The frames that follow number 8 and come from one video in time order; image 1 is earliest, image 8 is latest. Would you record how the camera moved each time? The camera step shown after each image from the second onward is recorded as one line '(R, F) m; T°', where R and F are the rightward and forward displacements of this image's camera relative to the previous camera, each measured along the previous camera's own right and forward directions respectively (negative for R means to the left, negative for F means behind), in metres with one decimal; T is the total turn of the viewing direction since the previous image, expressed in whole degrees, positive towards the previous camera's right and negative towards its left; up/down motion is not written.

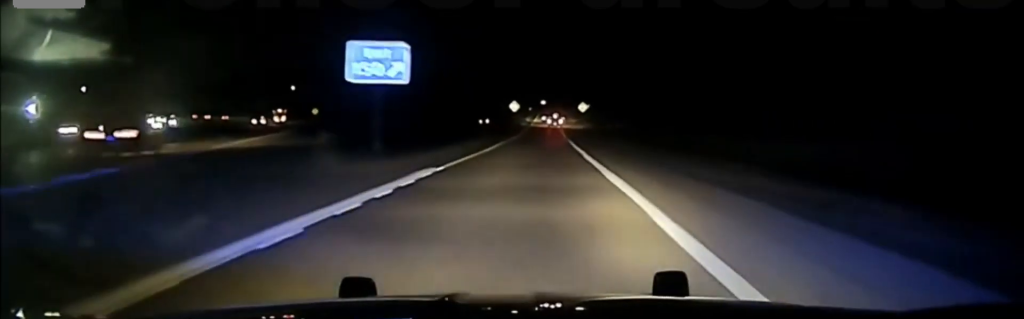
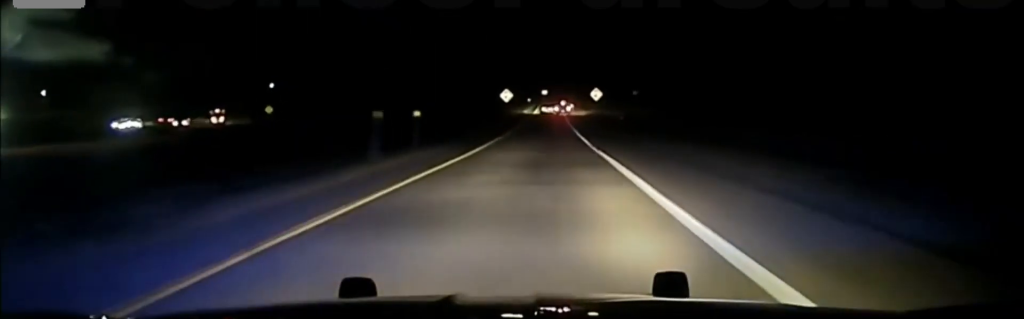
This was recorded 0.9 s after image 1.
(+0.1, +46.6) m; 0°
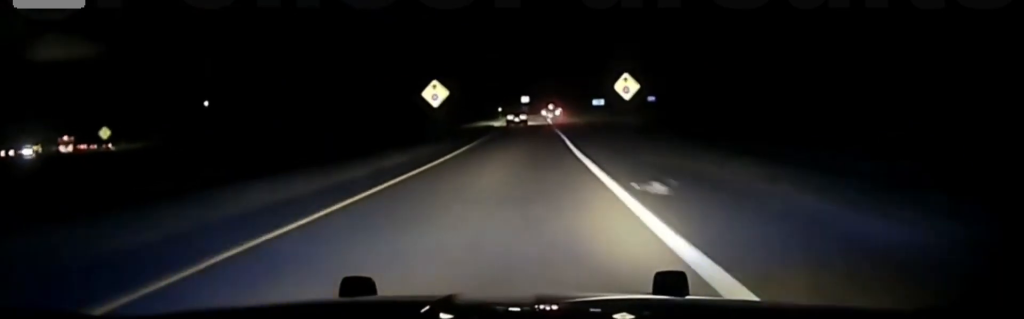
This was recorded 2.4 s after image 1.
(+0.1, +64.7) m; 0°
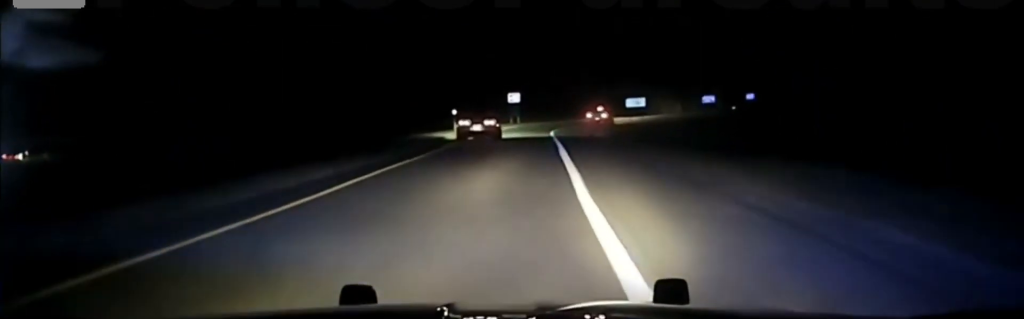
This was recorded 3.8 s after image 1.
(+0.3, +43.7) m; +1°
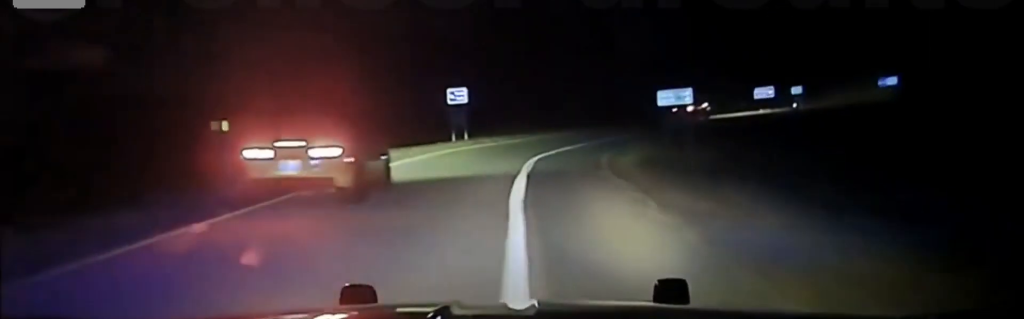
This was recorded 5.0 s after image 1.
(+0.1, +32.7) m; +2°
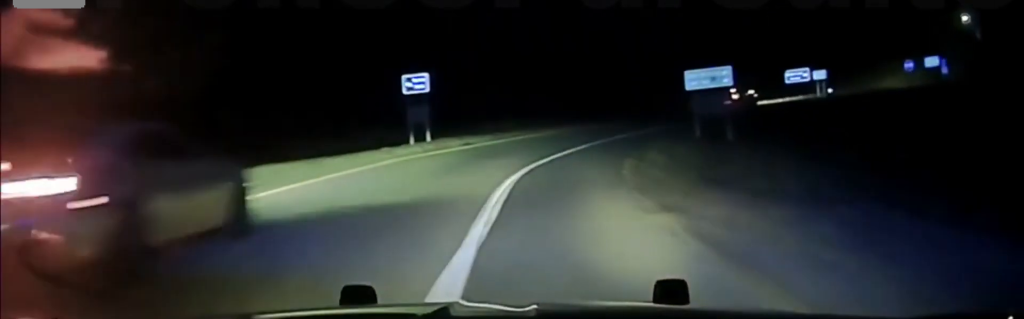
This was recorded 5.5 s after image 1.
(+0.1, +11.3) m; +2°
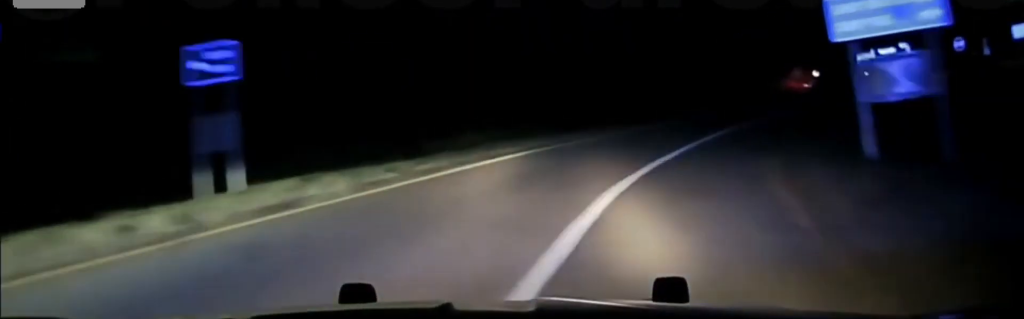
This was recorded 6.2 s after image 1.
(+0.1, +21.3) m; +7°
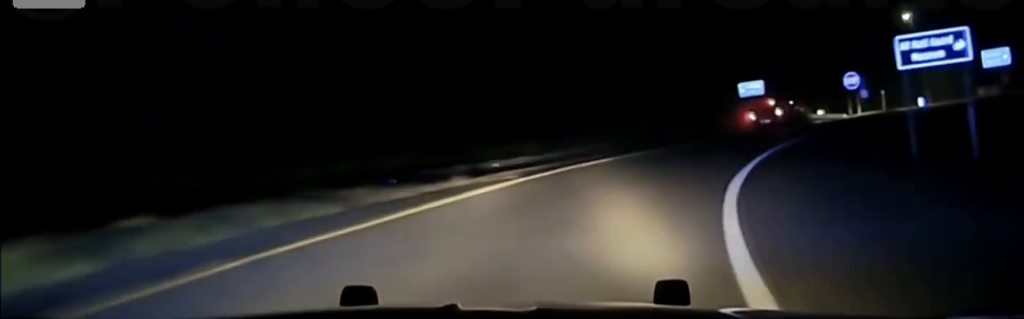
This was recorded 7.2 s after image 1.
(+2.6, +22.7) m; +10°
